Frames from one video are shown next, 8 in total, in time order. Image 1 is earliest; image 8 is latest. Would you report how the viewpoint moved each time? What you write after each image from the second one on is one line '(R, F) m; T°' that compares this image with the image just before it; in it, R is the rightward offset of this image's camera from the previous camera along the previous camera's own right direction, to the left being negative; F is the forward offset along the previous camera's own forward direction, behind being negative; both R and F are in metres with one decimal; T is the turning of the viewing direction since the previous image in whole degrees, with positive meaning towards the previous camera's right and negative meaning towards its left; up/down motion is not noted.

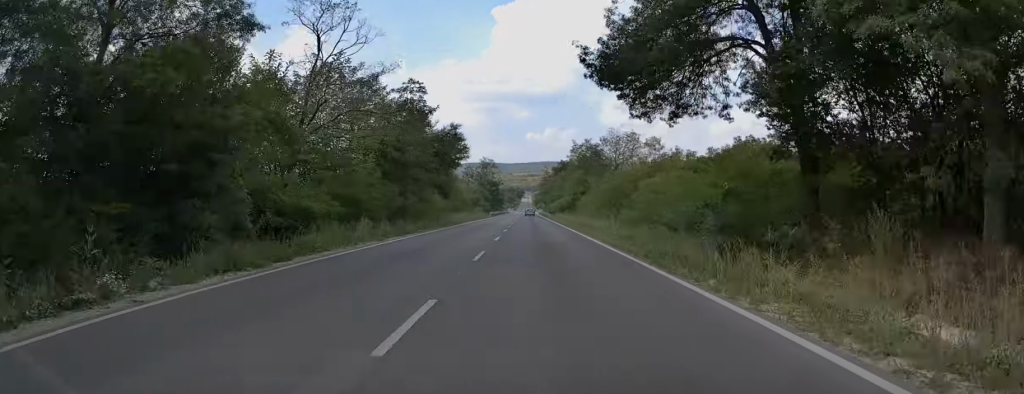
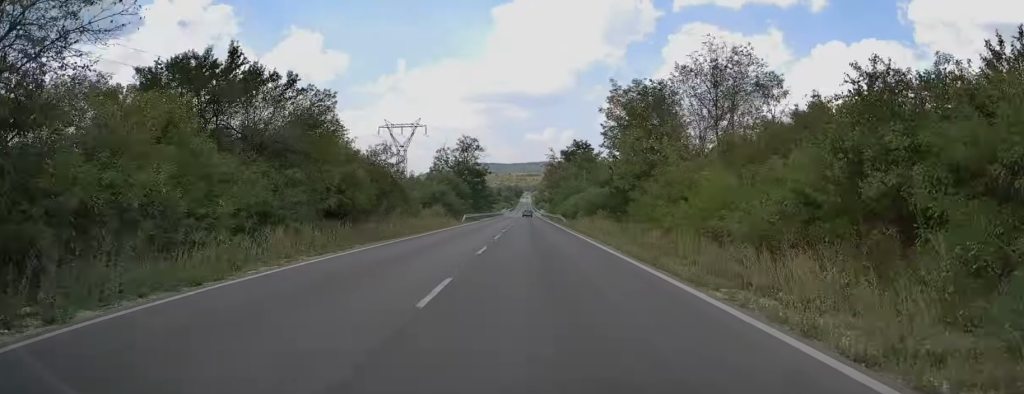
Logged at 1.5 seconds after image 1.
(-0.3, +42.9) m; -1°
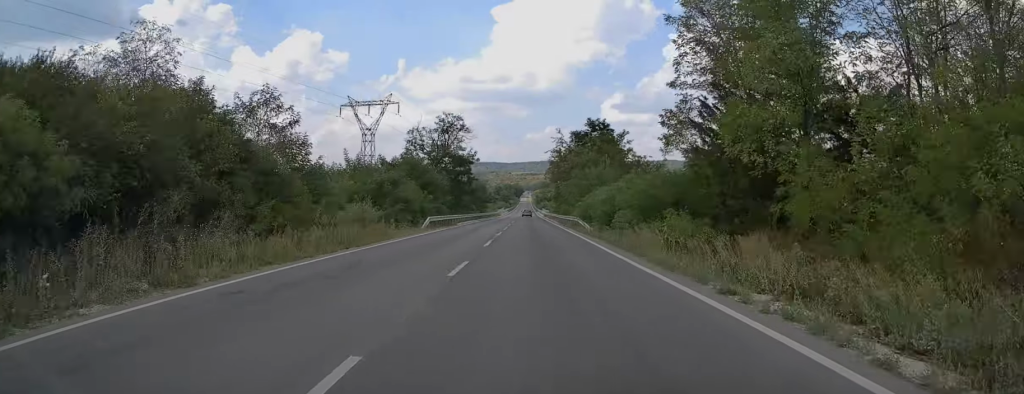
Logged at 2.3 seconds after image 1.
(0.0, +23.7) m; 0°
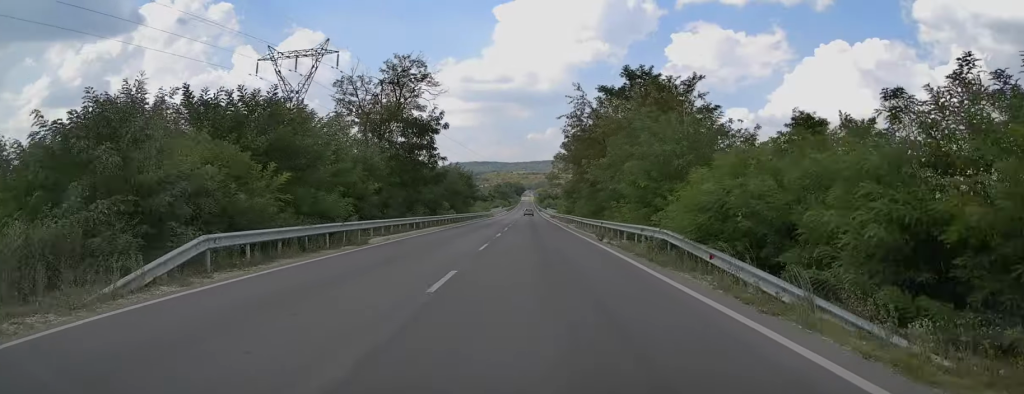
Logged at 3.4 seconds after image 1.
(+0.1, +29.4) m; 0°
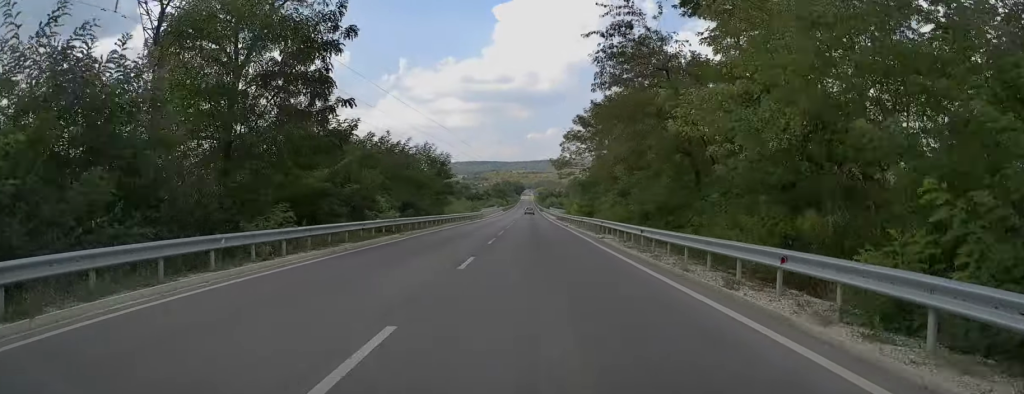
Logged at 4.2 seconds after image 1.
(-0.1, +23.7) m; 0°
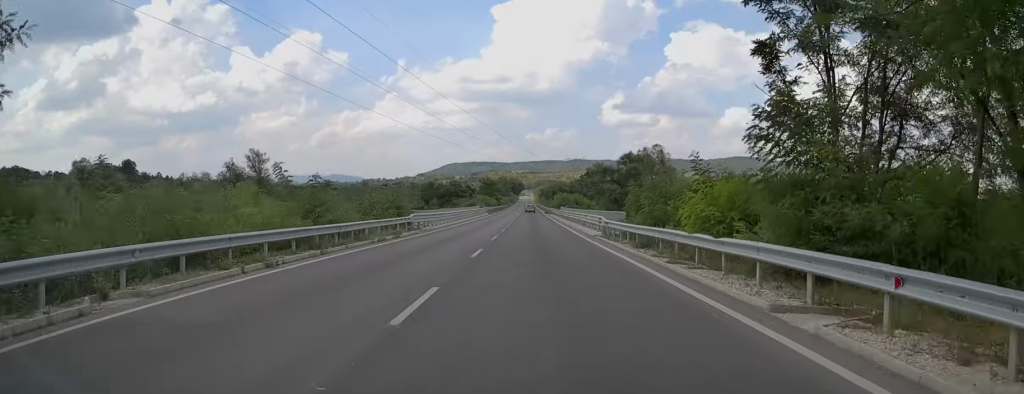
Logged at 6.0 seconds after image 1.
(+0.6, +51.3) m; +1°
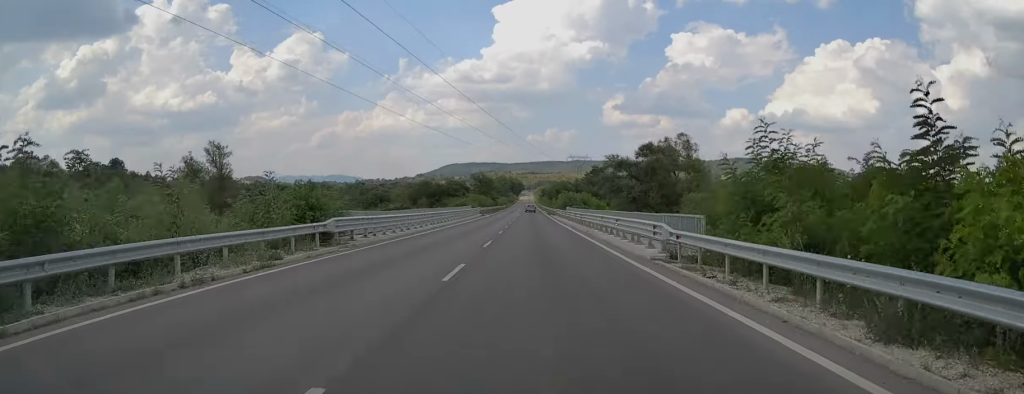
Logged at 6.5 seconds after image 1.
(0.0, +14.3) m; 0°
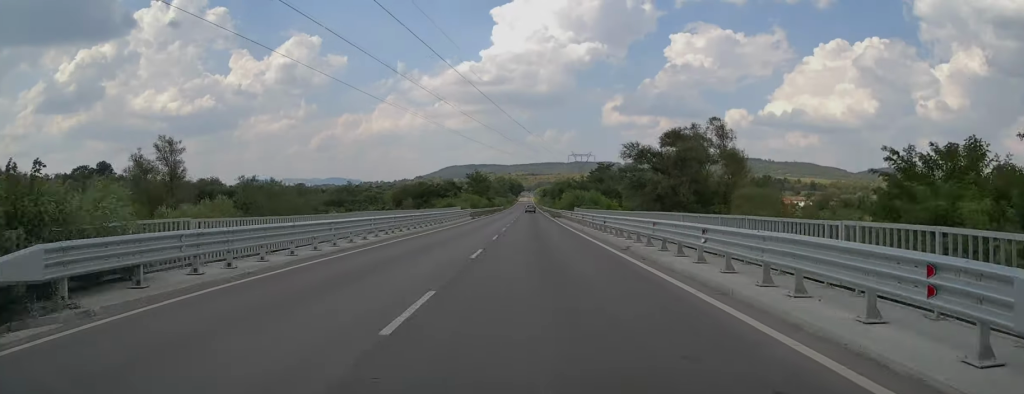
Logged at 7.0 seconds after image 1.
(-0.1, +13.3) m; 0°
